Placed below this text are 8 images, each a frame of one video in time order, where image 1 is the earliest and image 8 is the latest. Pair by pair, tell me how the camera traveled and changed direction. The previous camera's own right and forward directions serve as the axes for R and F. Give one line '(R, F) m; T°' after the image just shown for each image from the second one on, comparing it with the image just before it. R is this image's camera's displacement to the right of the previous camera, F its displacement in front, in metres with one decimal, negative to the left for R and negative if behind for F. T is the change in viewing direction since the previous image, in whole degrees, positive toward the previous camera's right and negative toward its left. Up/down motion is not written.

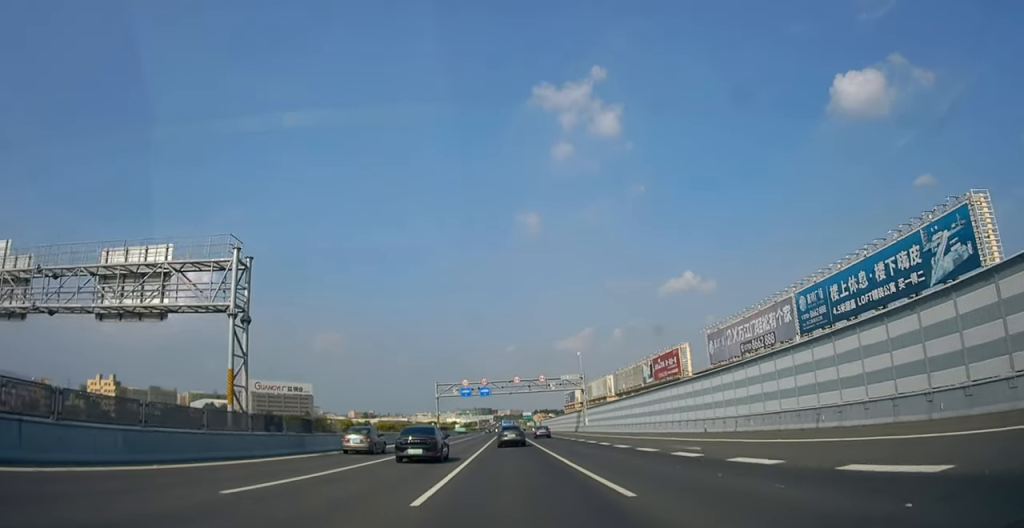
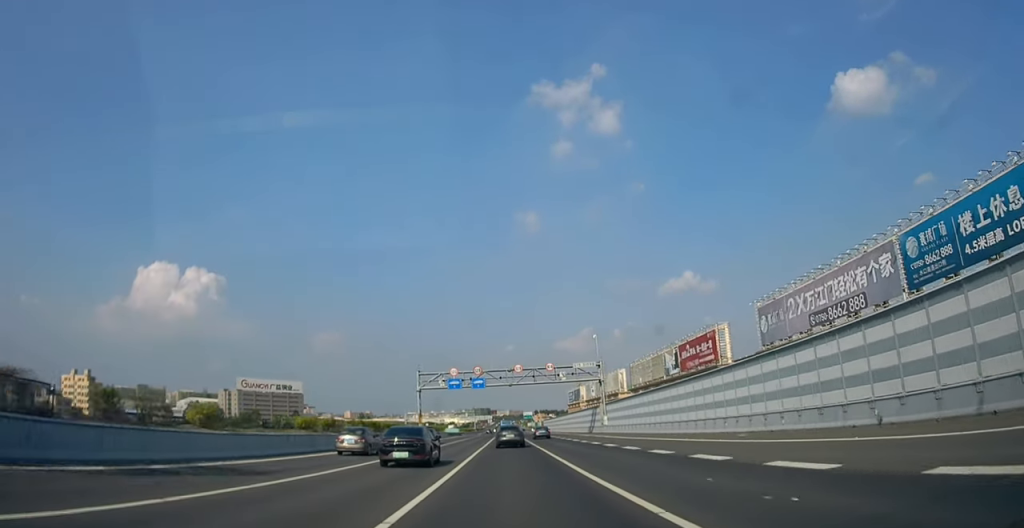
(-0.2, +21.9) m; +1°
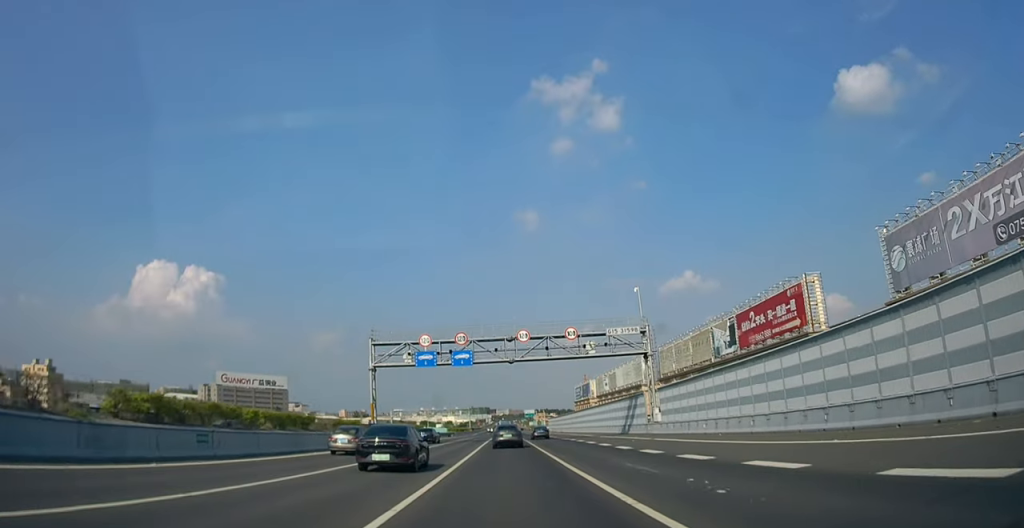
(+0.5, +29.1) m; 0°
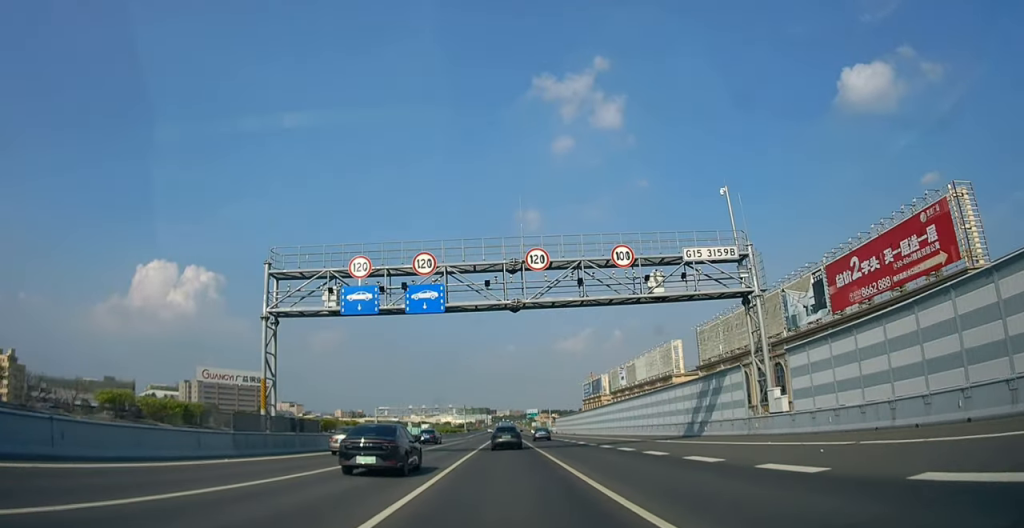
(-0.6, +23.6) m; -1°
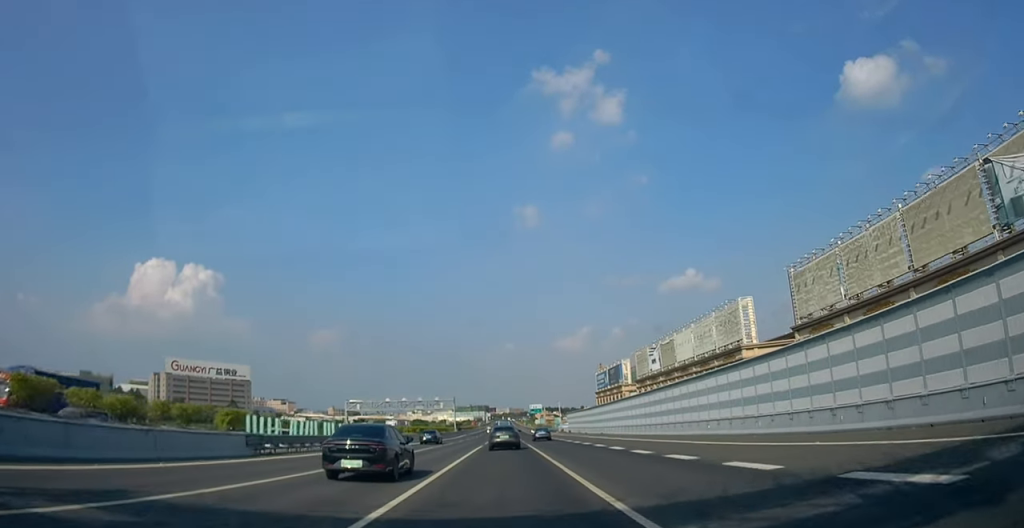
(+0.3, +30.1) m; +1°
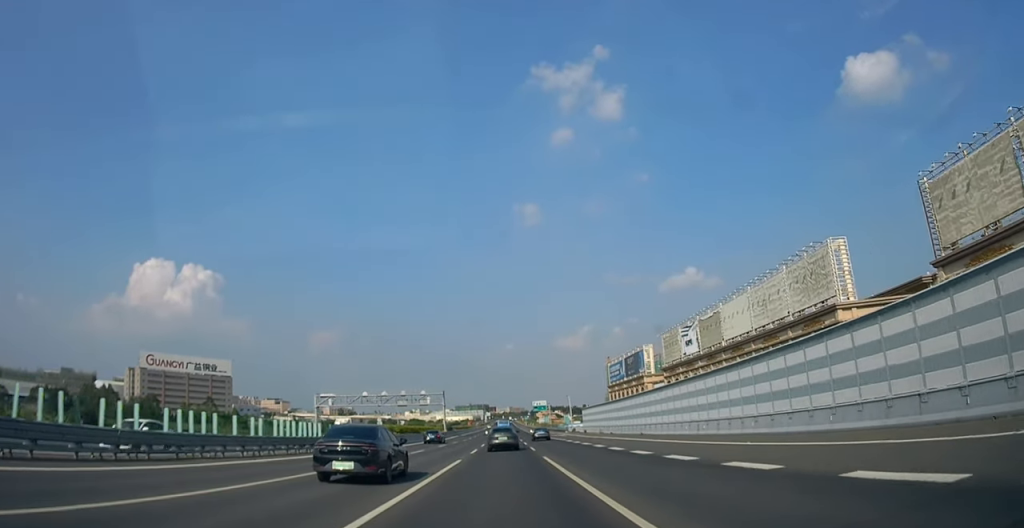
(+0.1, +21.6) m; 0°
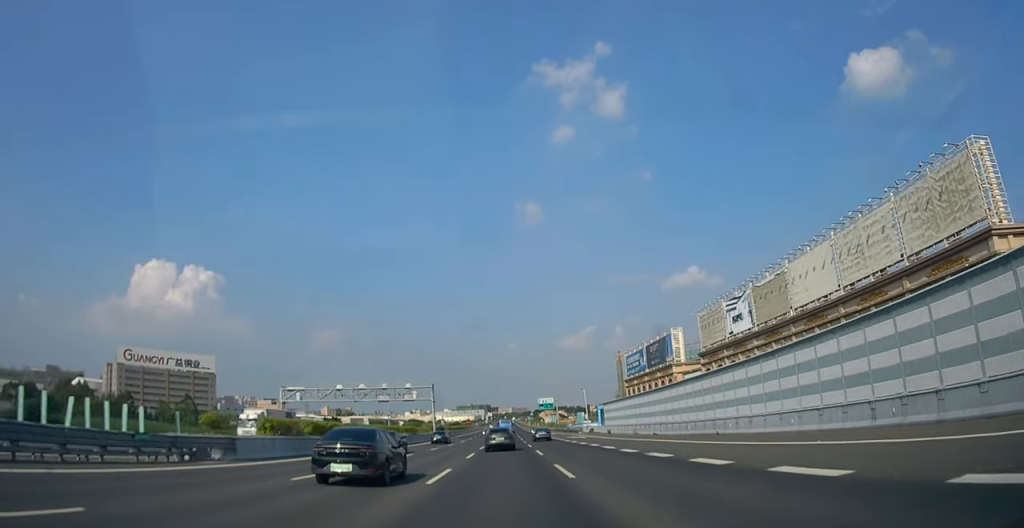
(-0.1, +20.2) m; 0°
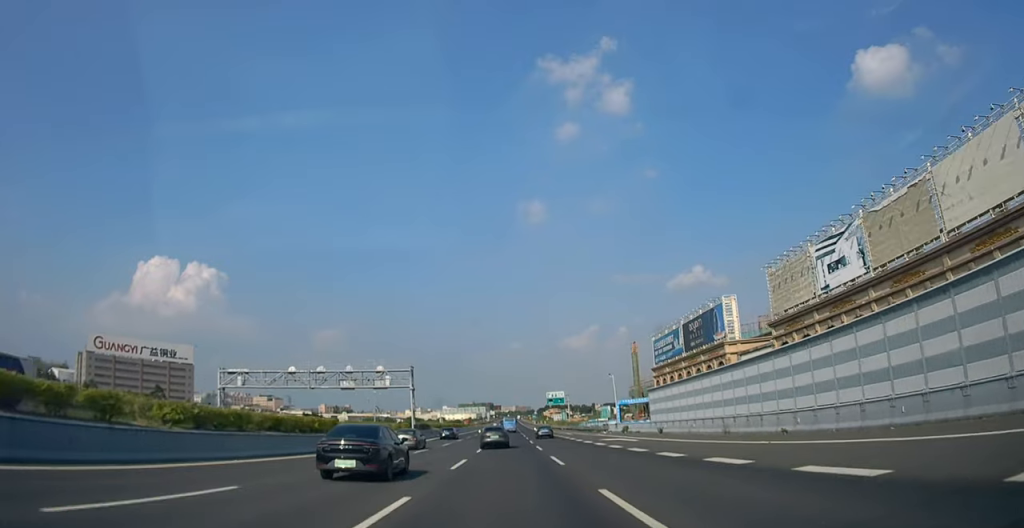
(0.0, +26.2) m; 0°
